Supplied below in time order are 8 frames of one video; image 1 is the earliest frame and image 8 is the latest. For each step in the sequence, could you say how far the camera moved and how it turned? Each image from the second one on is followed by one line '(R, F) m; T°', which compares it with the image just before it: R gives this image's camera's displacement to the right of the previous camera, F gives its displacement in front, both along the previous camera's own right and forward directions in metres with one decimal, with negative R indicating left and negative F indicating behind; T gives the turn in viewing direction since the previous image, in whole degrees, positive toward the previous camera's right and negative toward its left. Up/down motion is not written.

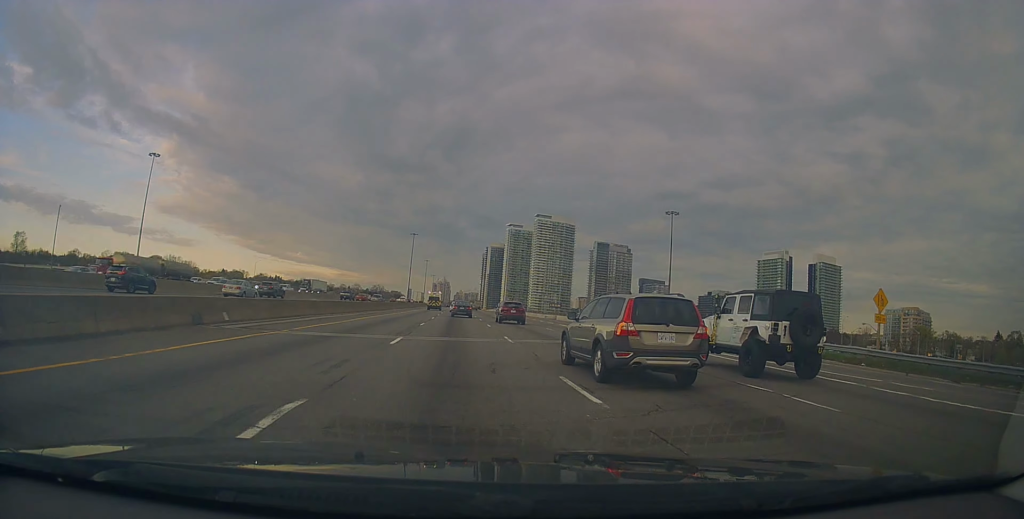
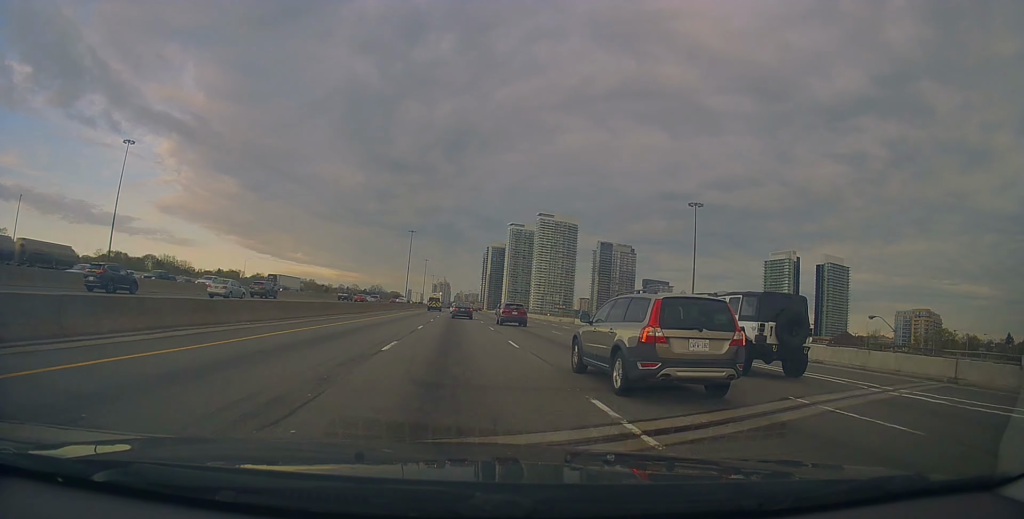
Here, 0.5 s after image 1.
(+0.3, +14.6) m; 0°
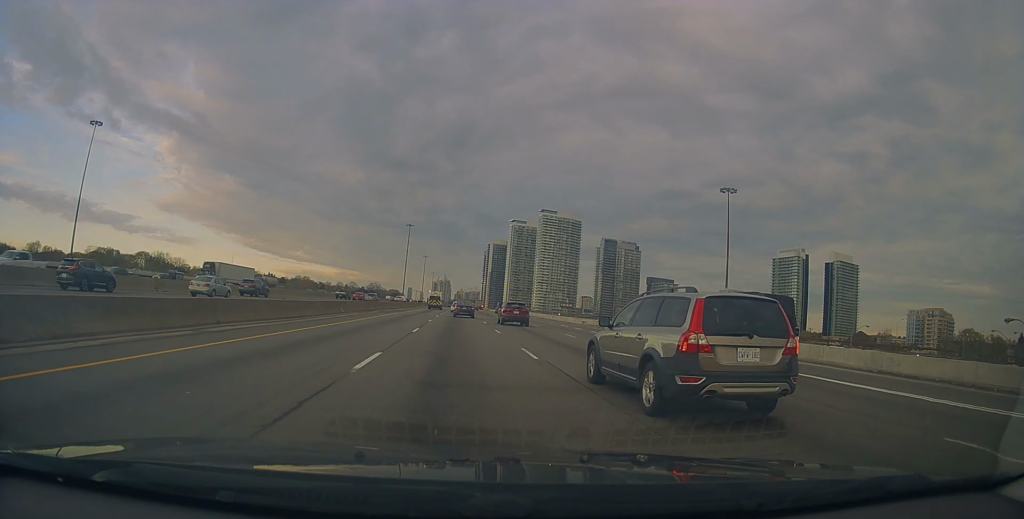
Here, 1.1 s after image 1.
(-0.2, +15.4) m; -1°
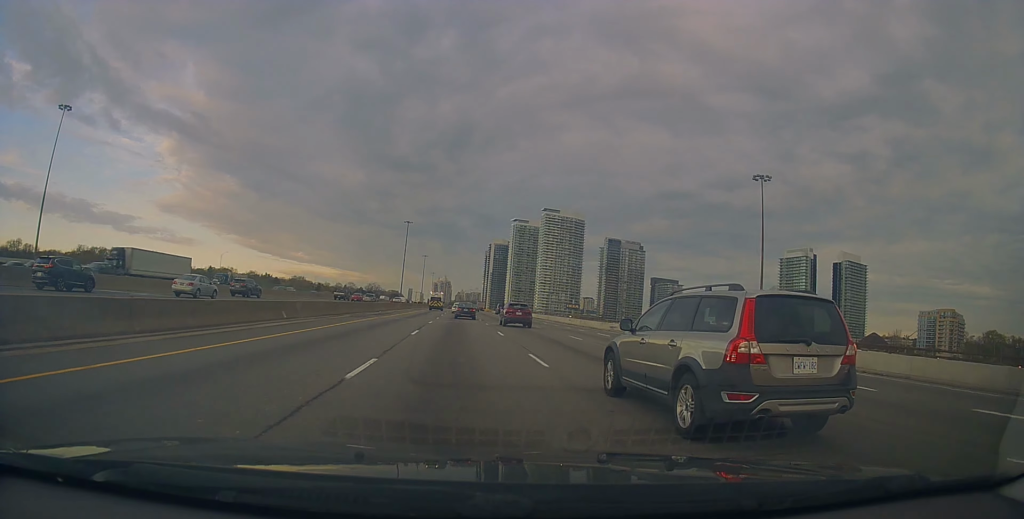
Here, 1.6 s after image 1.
(-0.2, +13.6) m; -1°
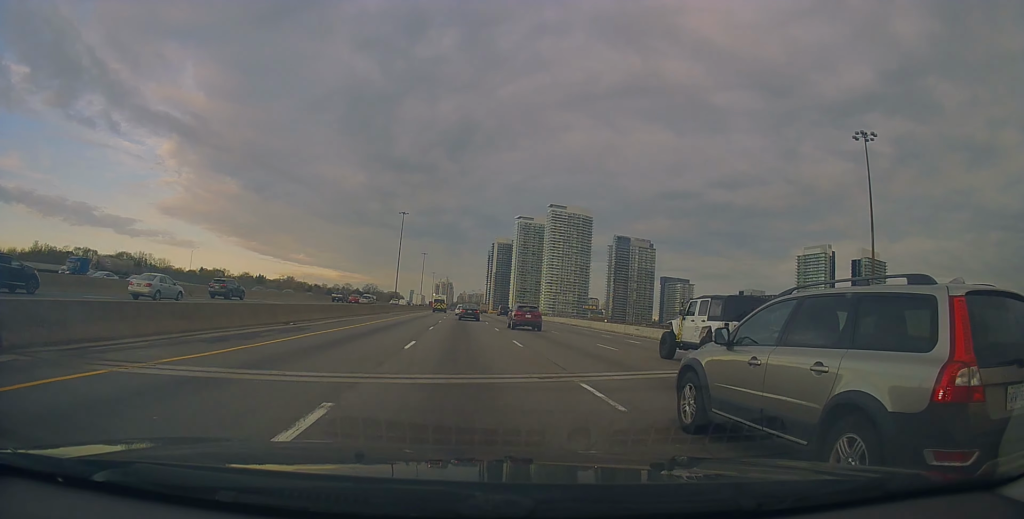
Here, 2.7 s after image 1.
(0.0, +28.5) m; +1°
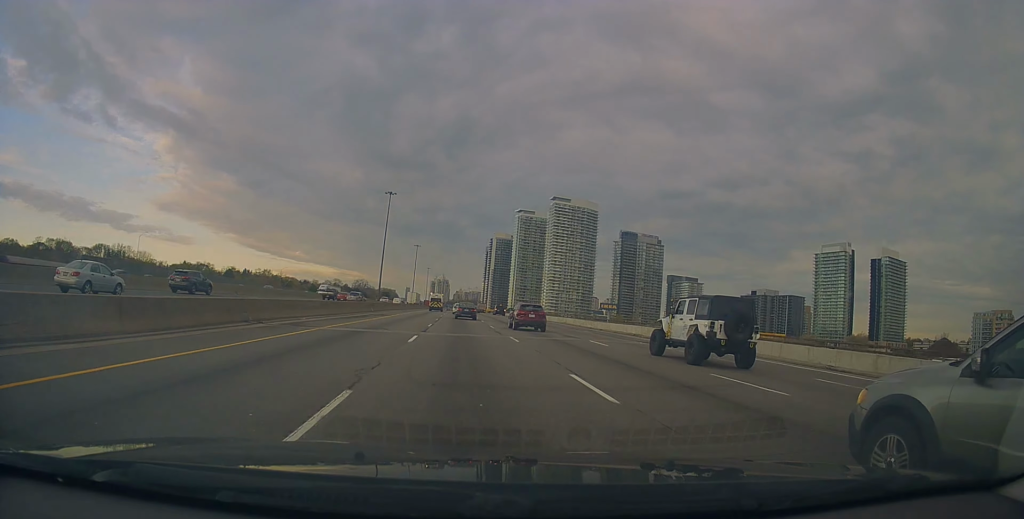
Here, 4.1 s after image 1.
(+0.4, +35.4) m; 0°
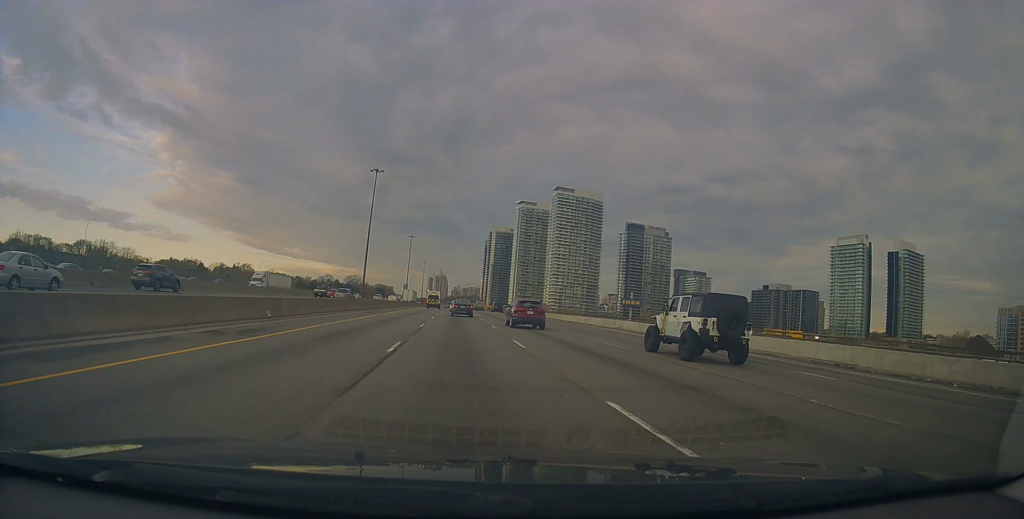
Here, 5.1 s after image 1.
(-0.1, +27.5) m; 0°
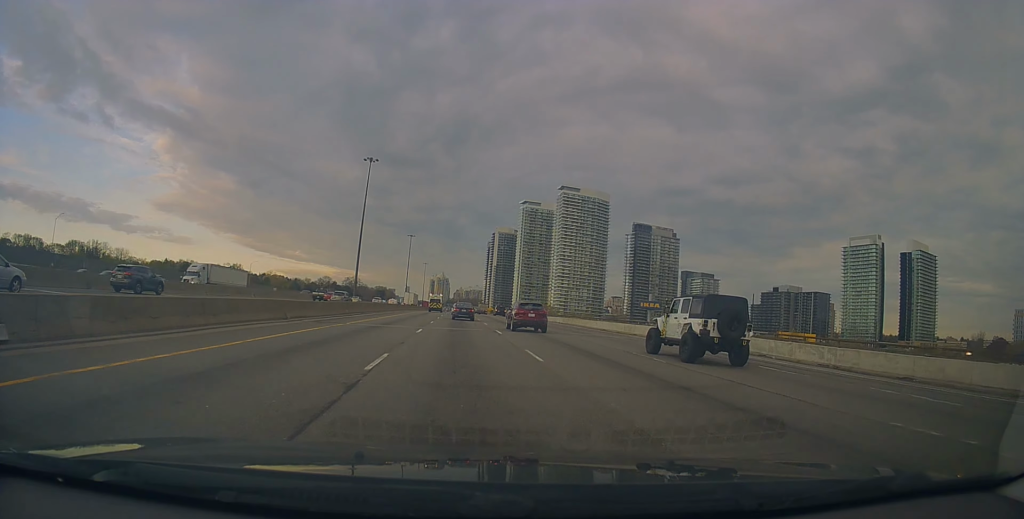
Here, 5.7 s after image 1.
(+0.2, +15.1) m; +1°
